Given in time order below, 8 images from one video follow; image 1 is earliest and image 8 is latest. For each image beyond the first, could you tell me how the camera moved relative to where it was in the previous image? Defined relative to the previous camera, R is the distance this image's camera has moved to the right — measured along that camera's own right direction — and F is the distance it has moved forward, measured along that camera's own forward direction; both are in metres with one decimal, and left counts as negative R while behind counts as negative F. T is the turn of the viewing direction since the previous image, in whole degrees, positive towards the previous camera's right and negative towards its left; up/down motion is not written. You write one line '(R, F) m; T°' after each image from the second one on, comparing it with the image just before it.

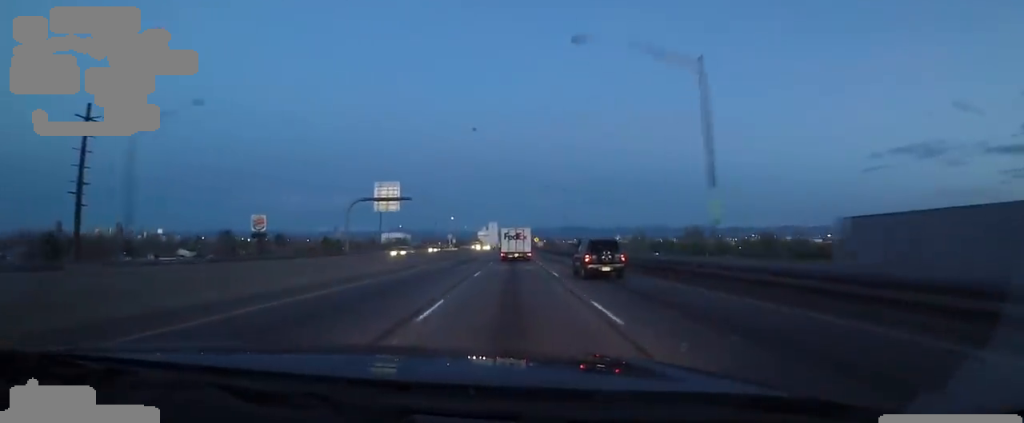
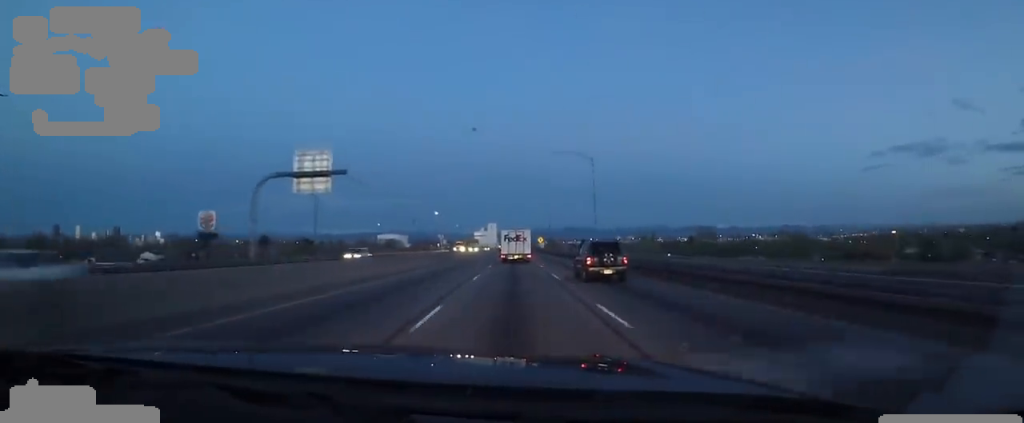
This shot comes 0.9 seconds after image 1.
(-0.6, +25.4) m; -2°
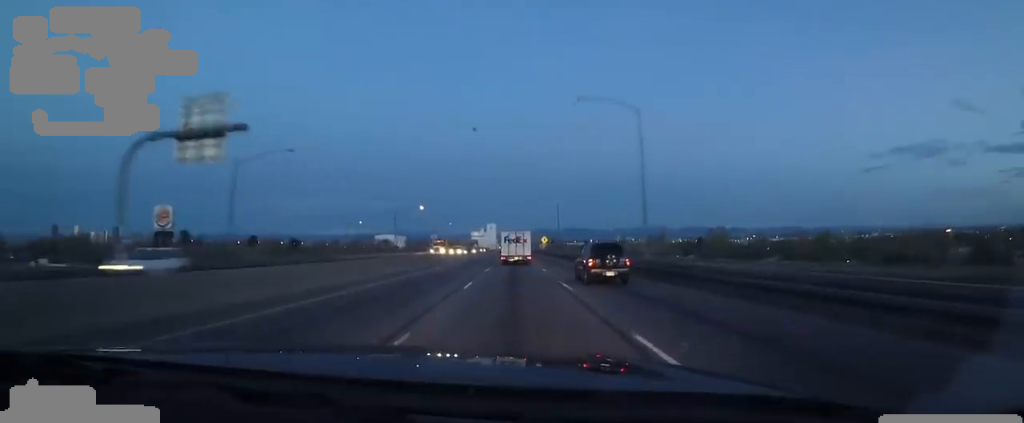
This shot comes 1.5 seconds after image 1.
(-0.2, +16.6) m; -1°
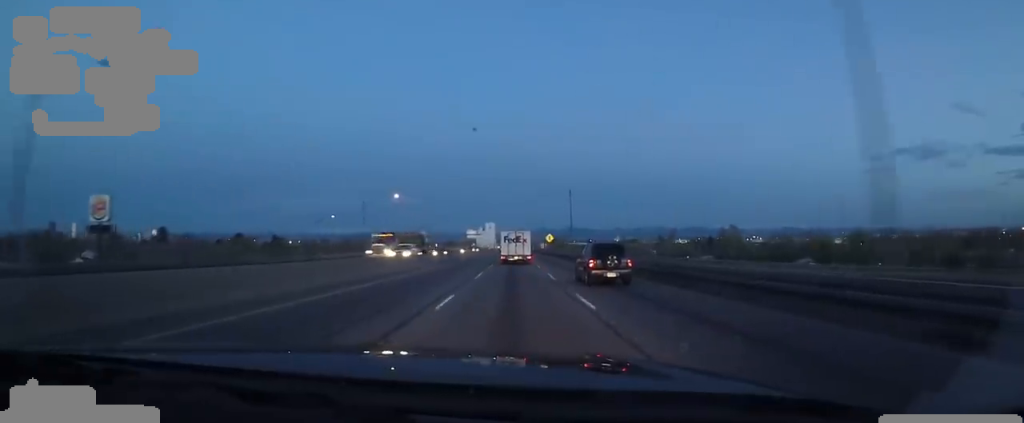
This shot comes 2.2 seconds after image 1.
(0.0, +18.7) m; 0°
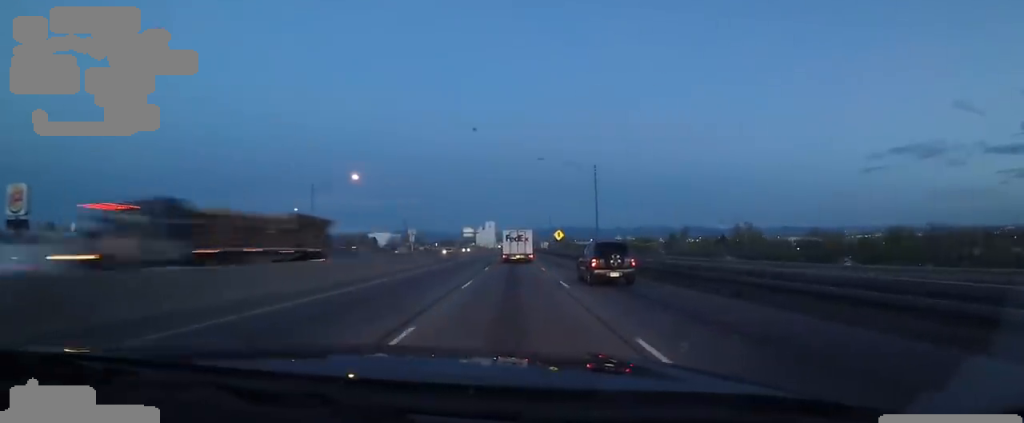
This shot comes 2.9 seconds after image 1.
(0.0, +18.4) m; 0°
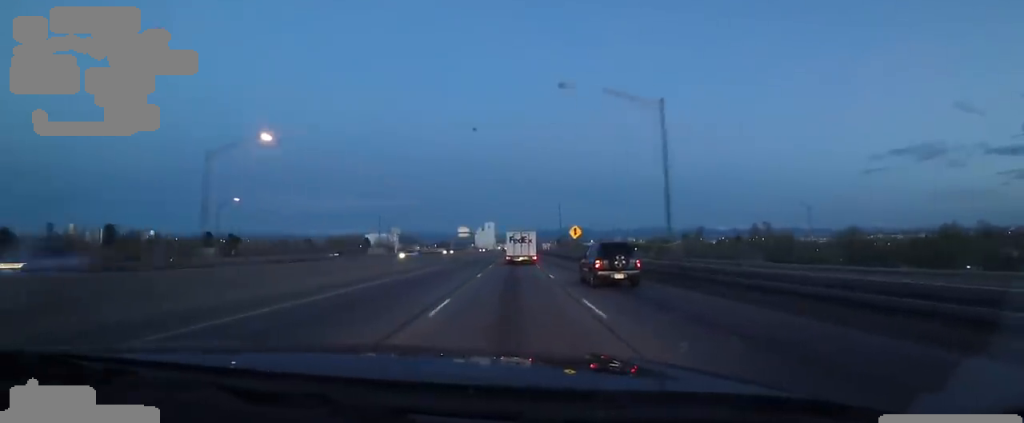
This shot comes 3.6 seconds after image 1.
(0.0, +19.1) m; 0°
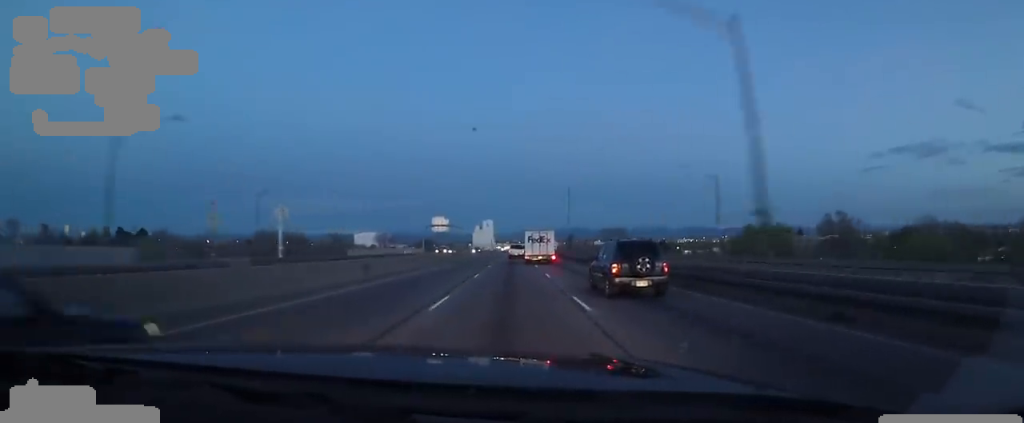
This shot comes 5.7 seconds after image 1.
(0.0, +56.9) m; 0°
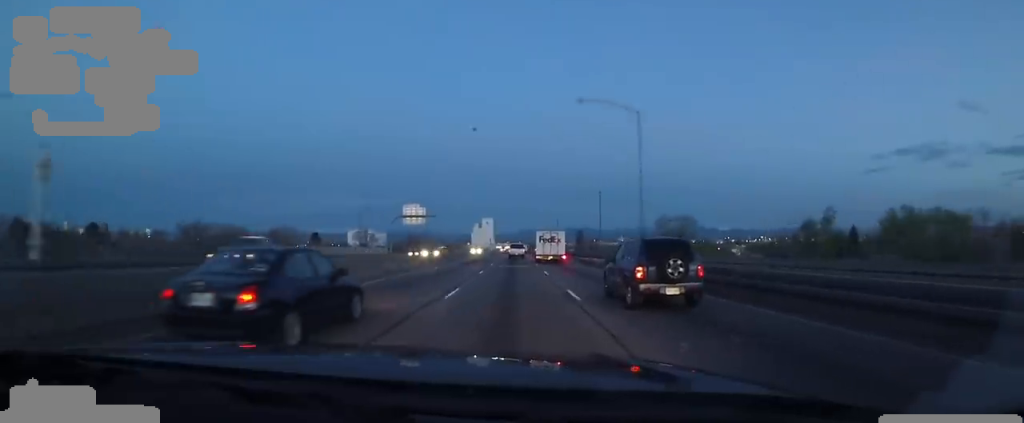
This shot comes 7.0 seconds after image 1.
(0.0, +33.0) m; 0°
